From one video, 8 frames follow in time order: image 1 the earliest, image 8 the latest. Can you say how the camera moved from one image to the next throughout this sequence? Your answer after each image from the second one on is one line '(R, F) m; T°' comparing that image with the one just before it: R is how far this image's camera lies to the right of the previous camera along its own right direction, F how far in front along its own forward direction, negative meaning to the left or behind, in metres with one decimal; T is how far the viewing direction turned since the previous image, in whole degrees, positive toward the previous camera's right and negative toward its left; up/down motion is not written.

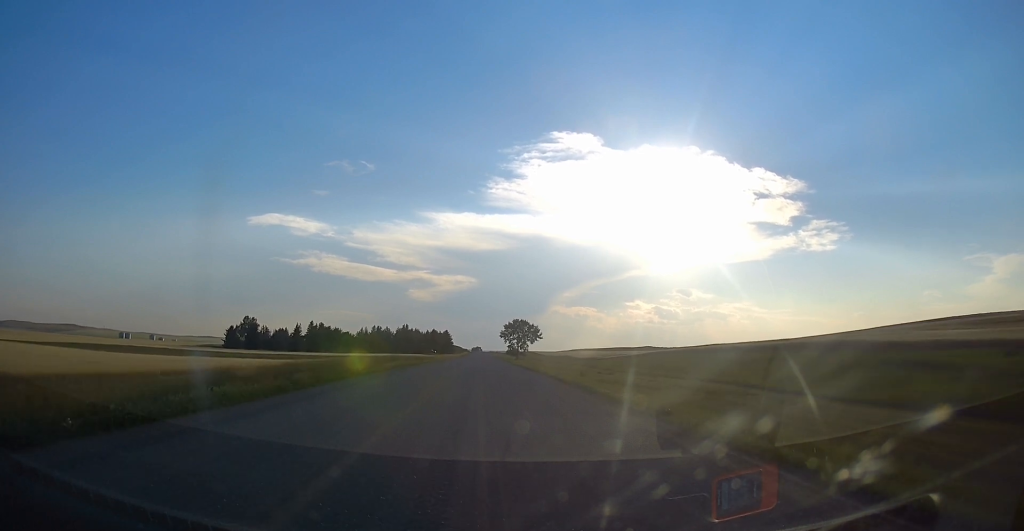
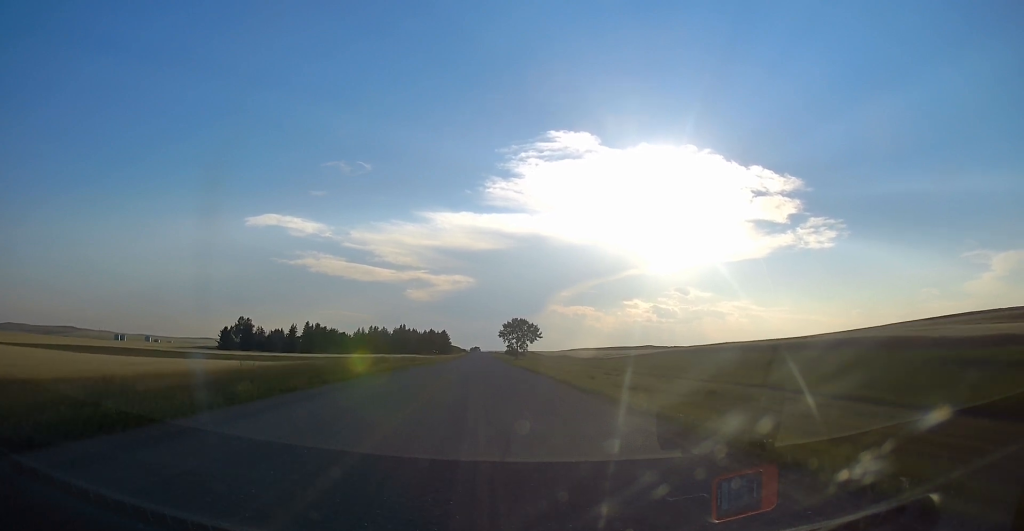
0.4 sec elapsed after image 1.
(0.0, +5.8) m; 0°
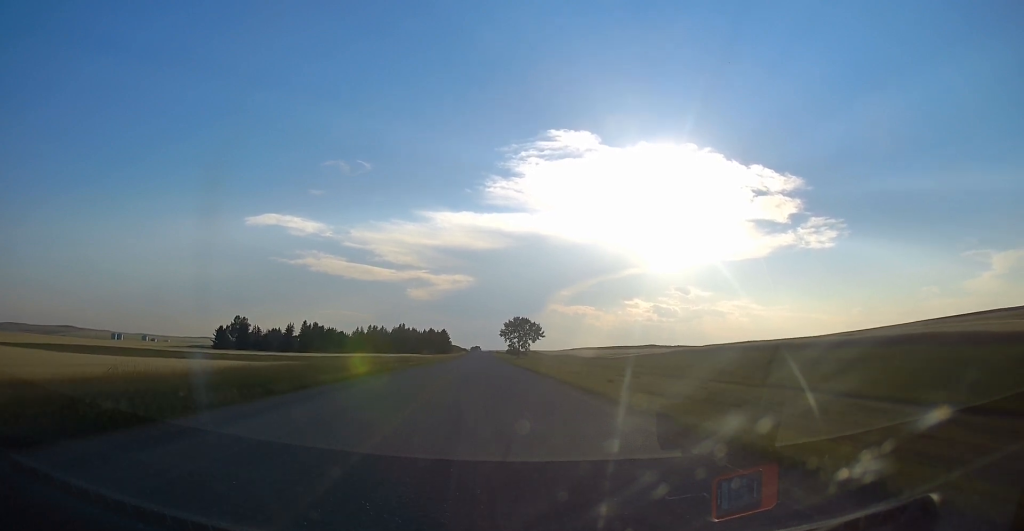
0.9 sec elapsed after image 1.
(0.0, +7.2) m; 0°
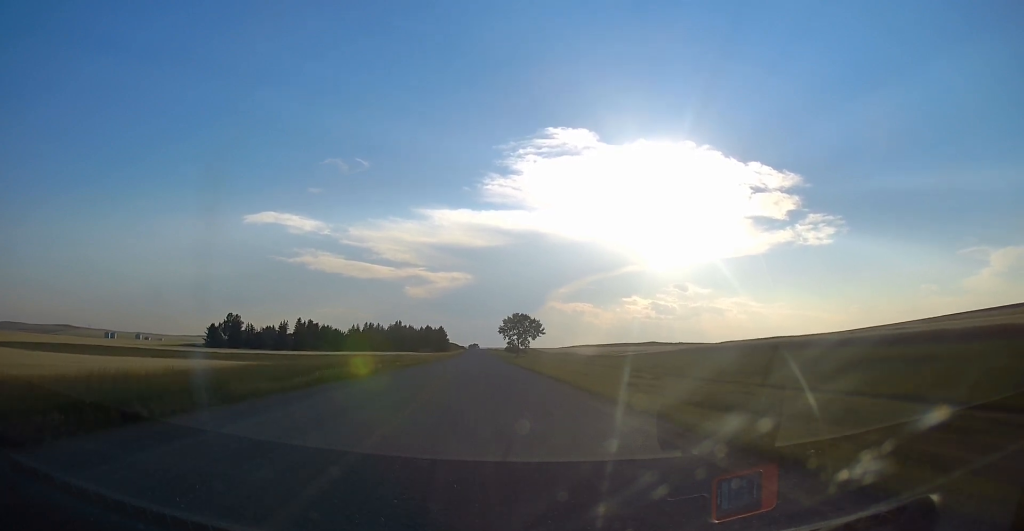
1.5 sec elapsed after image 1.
(0.0, +8.2) m; 0°
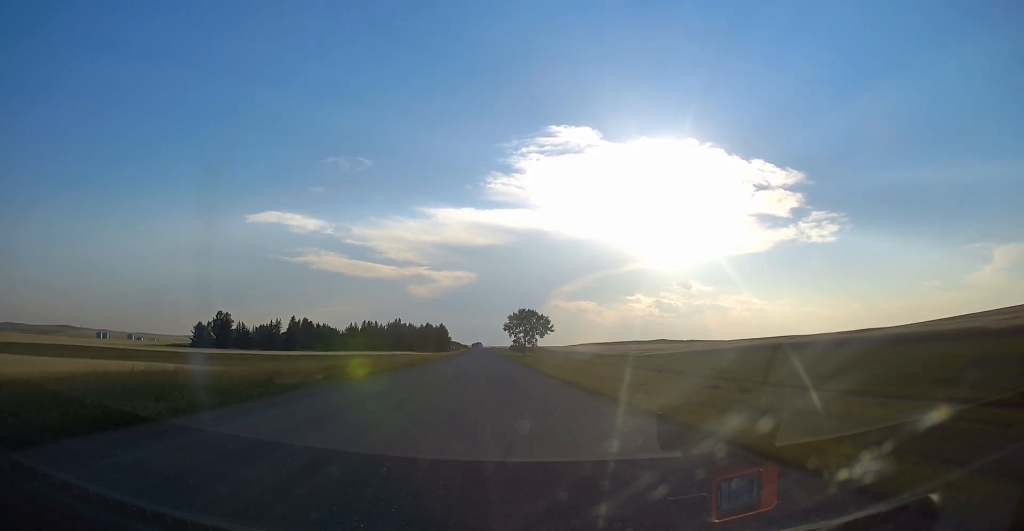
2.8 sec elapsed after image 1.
(0.0, +19.0) m; 0°
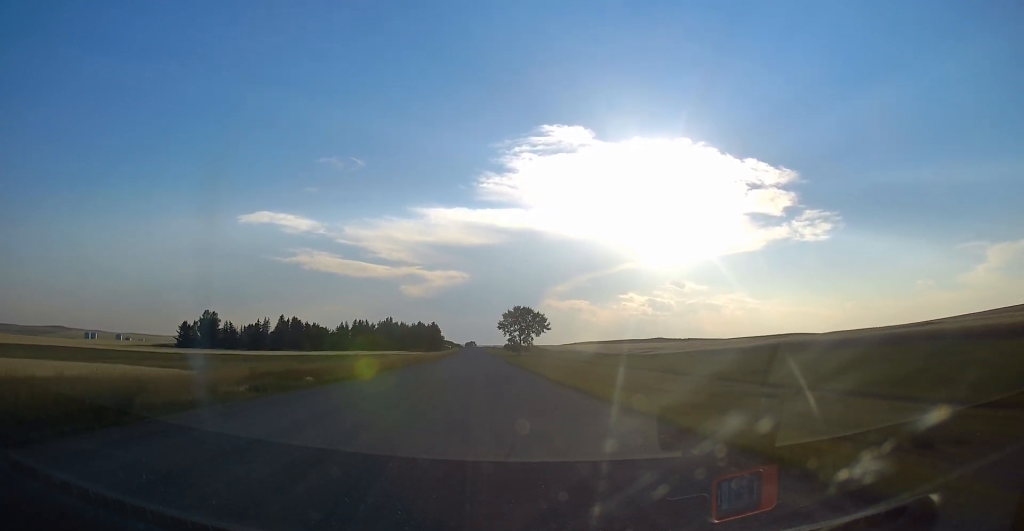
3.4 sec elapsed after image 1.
(0.0, +9.2) m; 0°
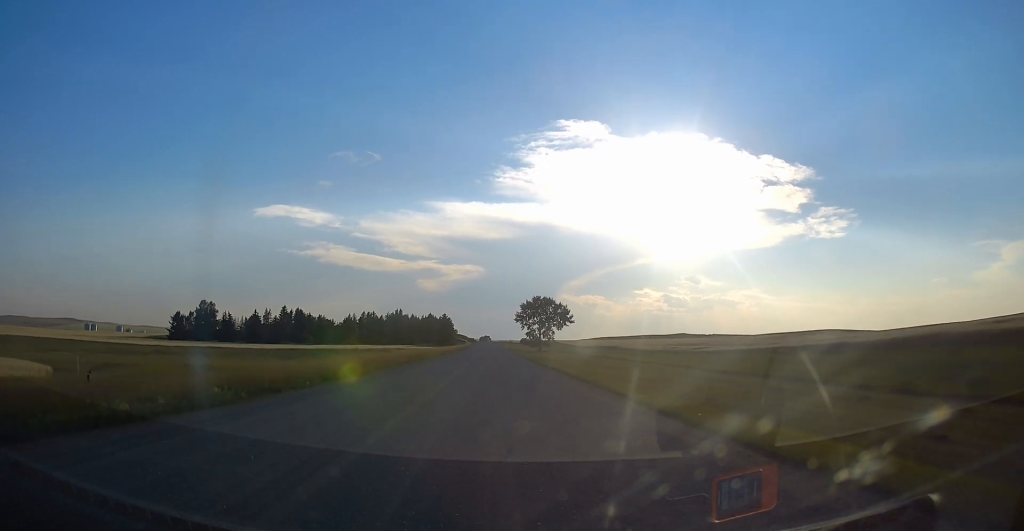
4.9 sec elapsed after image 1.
(0.0, +21.2) m; 0°
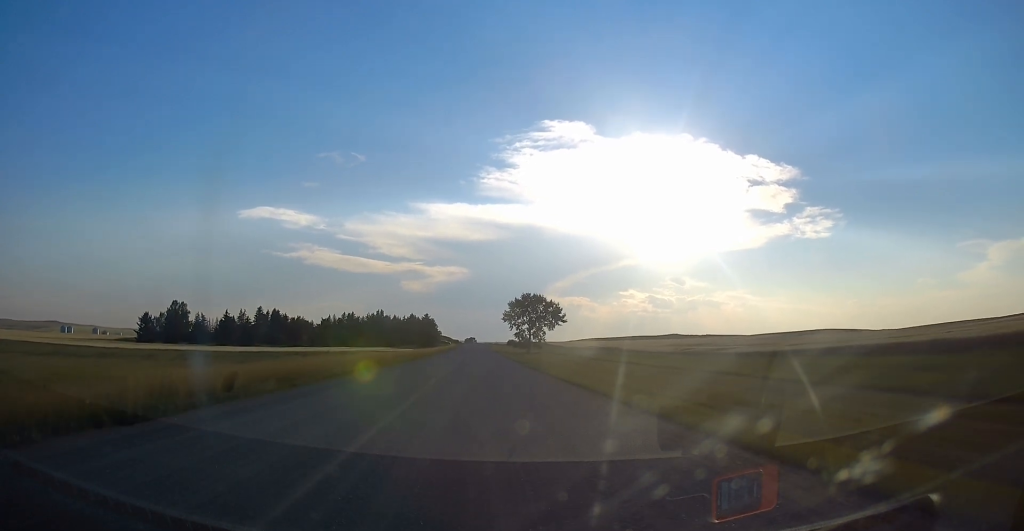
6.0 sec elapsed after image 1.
(0.0, +15.7) m; 0°
